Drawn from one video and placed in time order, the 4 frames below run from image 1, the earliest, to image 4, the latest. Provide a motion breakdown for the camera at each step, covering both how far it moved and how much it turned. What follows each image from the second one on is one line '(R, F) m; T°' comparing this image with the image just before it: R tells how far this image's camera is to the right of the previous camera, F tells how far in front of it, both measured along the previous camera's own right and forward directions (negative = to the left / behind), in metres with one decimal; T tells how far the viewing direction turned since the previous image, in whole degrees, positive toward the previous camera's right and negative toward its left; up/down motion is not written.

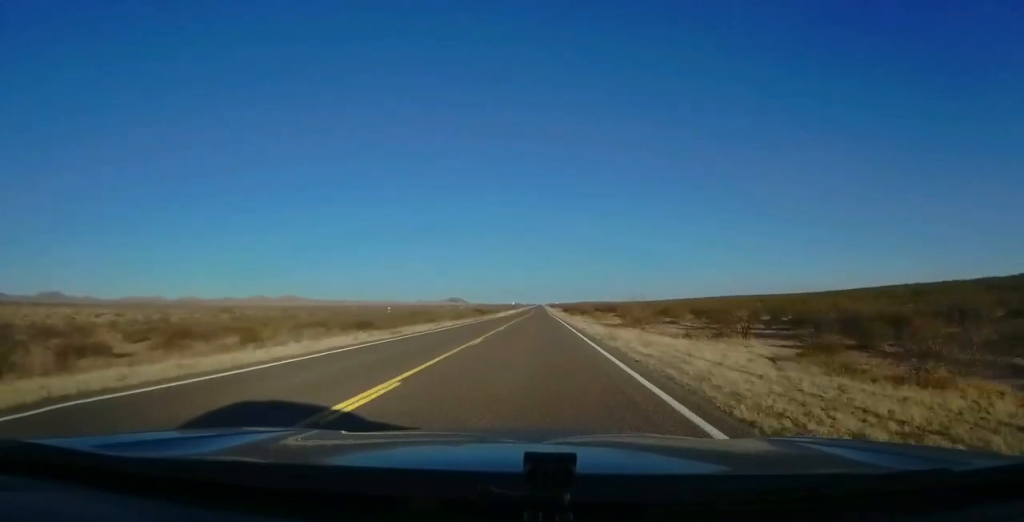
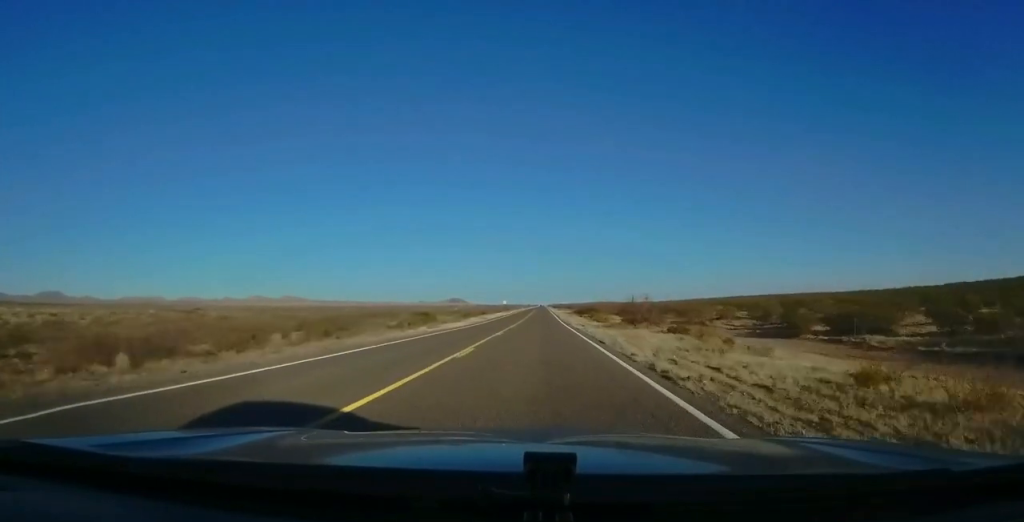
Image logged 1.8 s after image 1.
(+0.1, +53.2) m; 0°
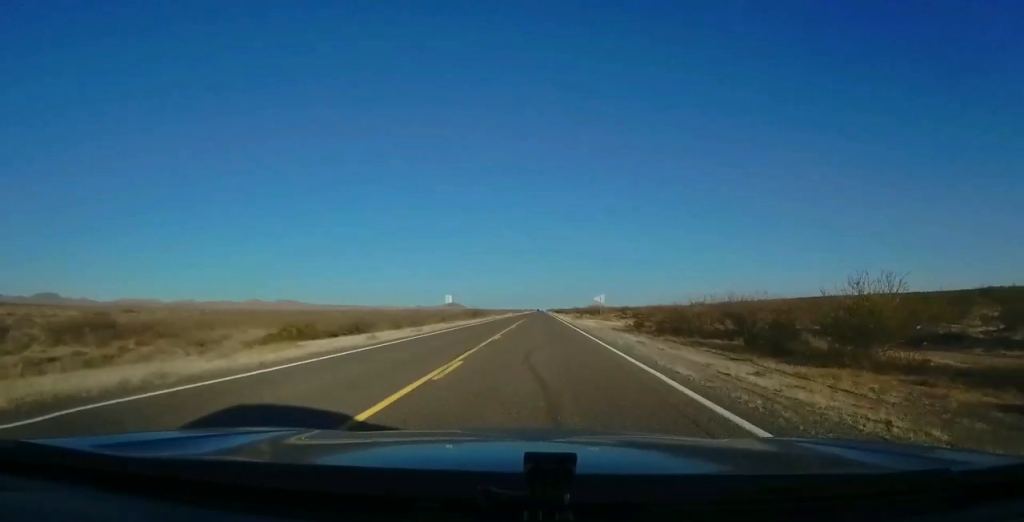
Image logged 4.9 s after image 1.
(+0.3, +90.0) m; 0°
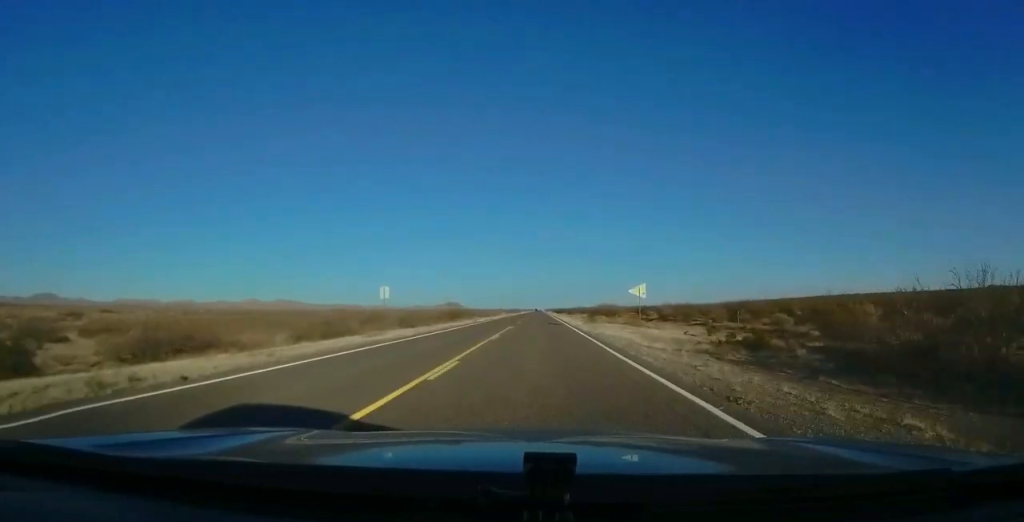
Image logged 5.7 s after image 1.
(0.0, +24.4) m; 0°
